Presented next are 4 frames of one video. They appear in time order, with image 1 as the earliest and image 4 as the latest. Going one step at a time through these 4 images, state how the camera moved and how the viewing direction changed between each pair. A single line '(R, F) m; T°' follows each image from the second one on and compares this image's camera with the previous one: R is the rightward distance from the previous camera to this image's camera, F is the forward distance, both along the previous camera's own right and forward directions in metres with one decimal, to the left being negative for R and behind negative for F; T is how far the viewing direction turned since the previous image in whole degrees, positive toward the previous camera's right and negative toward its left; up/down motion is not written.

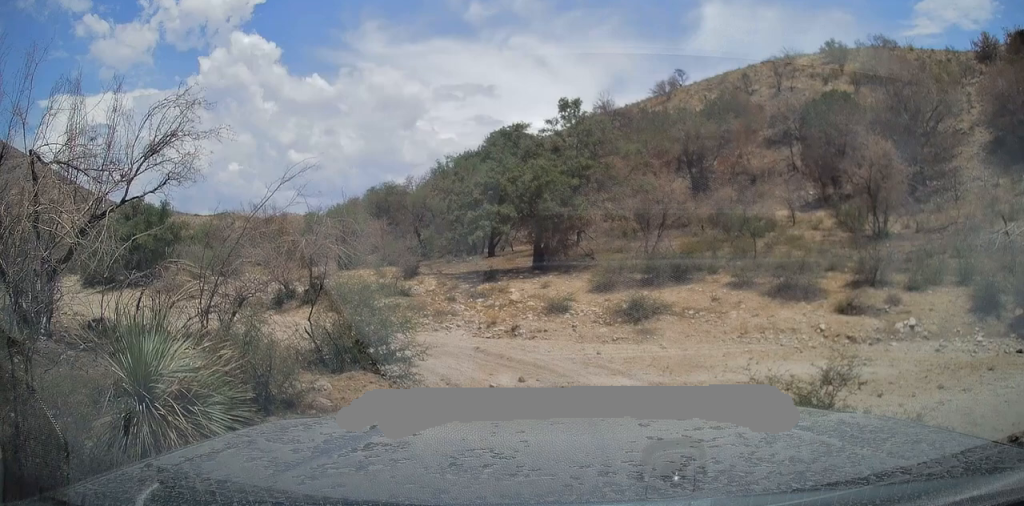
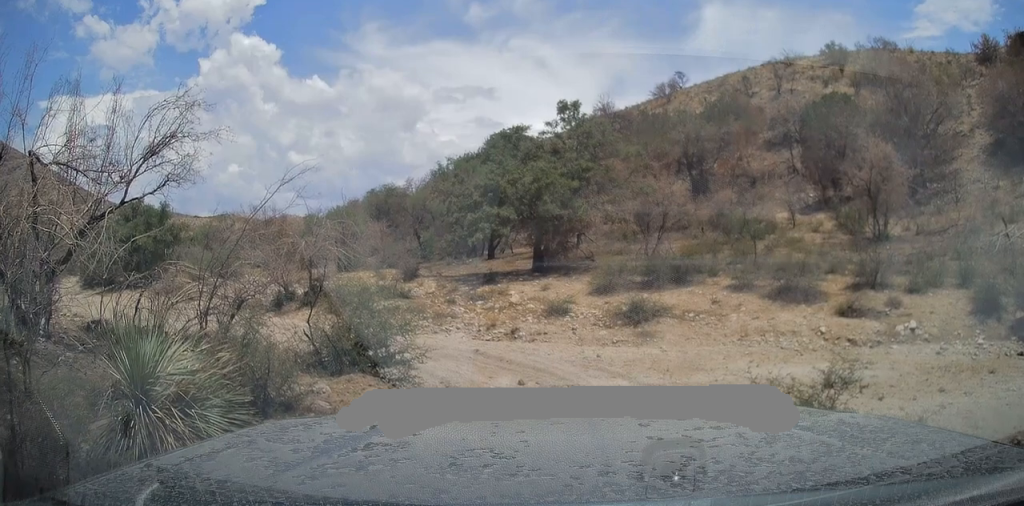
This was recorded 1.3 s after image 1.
(+0.1, +0.7) m; 0°
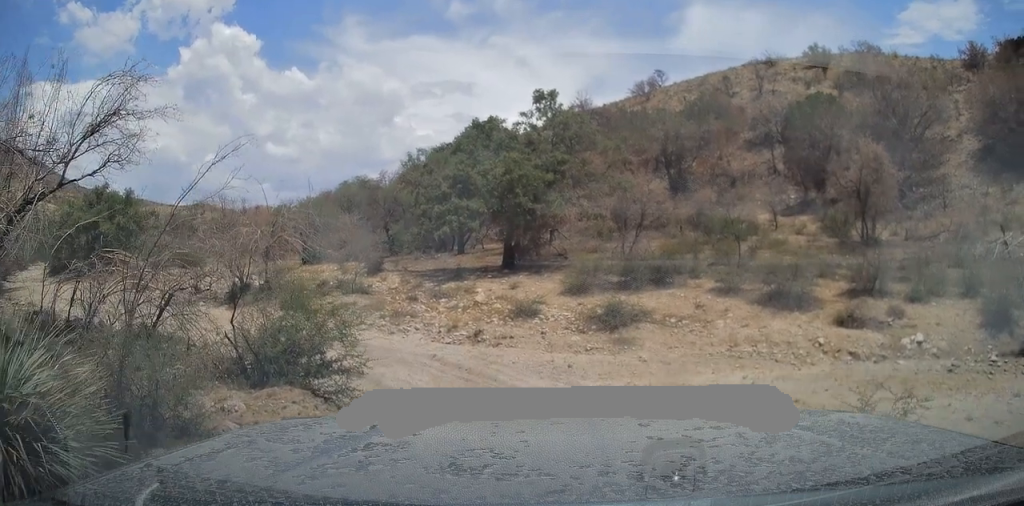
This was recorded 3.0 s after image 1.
(+0.2, +1.1) m; +2°
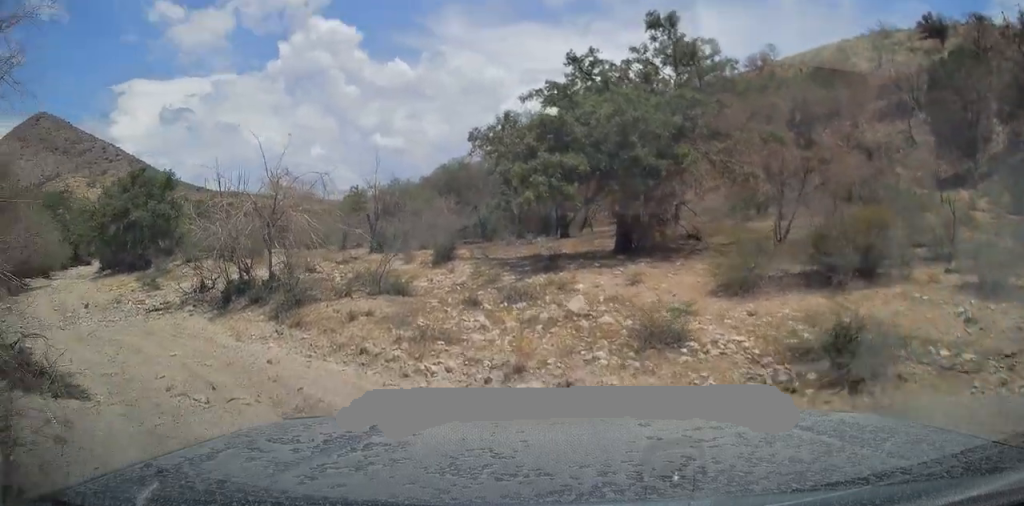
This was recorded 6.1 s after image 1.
(-0.3, +6.2) m; -26°
